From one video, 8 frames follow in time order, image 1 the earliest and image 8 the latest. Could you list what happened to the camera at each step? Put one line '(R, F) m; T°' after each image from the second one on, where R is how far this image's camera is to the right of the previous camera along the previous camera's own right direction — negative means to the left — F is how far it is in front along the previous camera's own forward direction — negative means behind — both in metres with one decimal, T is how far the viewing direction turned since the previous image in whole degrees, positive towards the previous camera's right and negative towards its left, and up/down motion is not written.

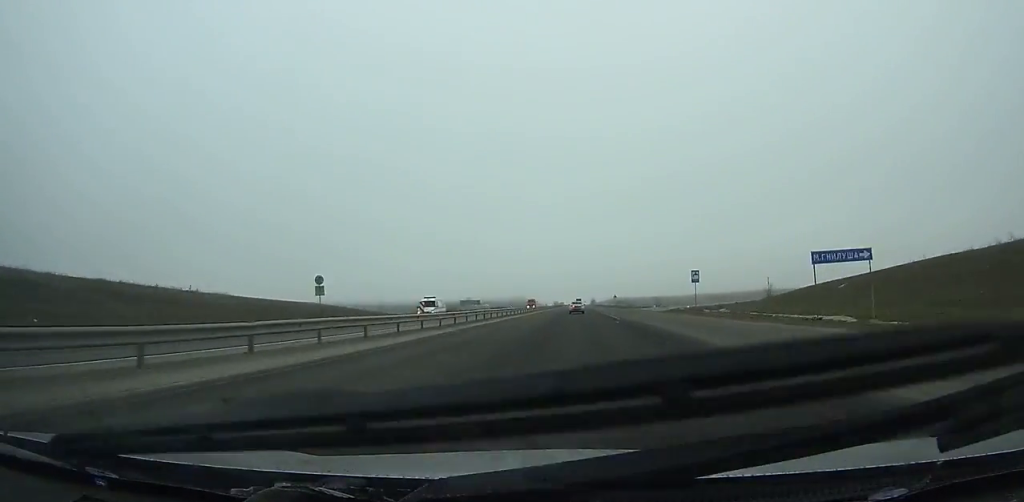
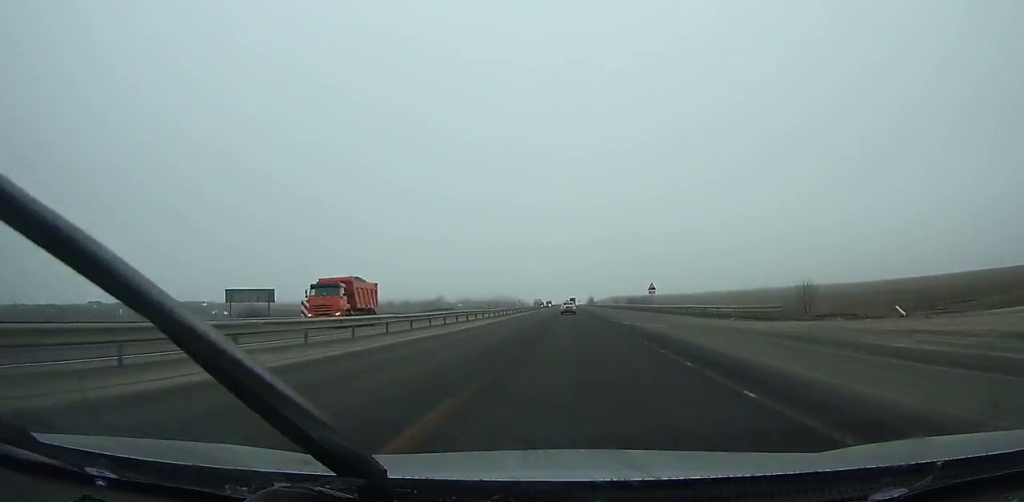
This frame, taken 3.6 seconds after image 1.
(+0.5, +92.1) m; 0°
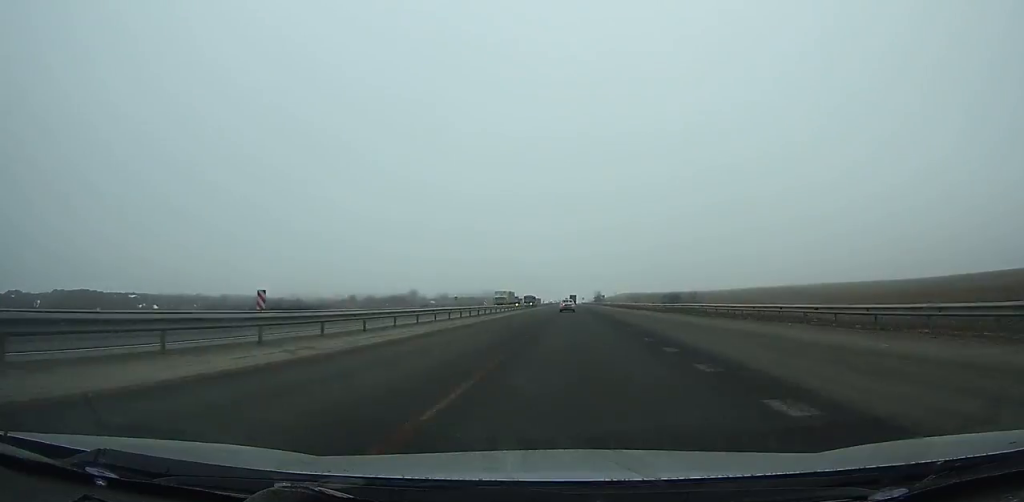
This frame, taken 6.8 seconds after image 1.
(-0.1, +80.8) m; 0°
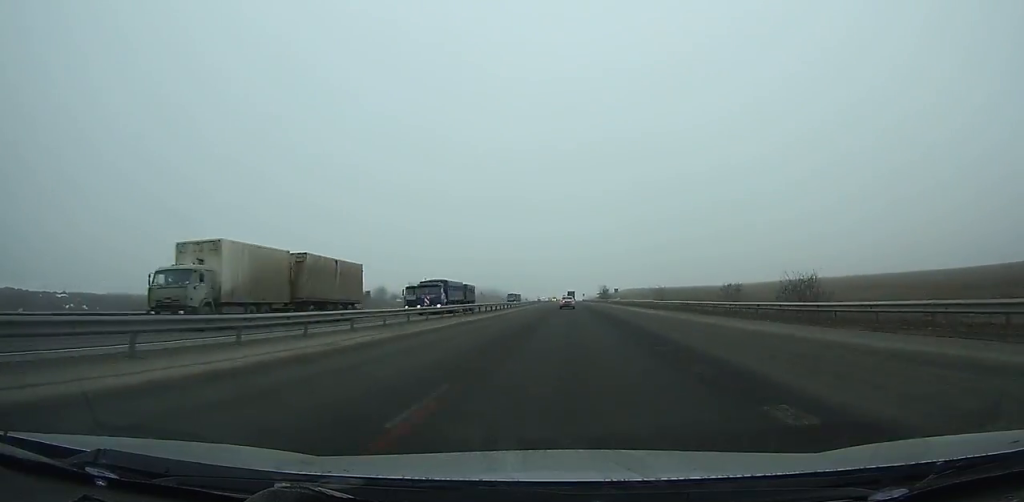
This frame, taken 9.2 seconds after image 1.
(0.0, +59.7) m; 0°
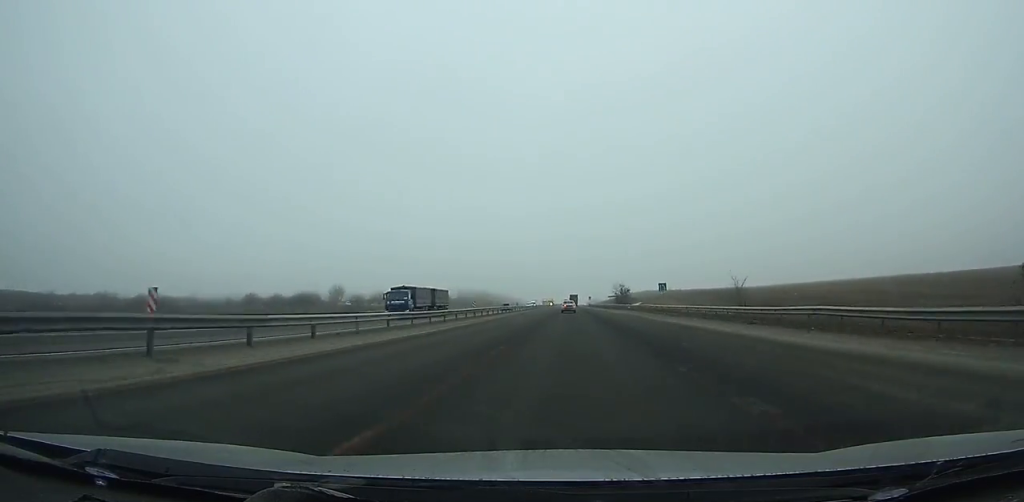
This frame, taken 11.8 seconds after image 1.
(0.0, +64.0) m; 0°
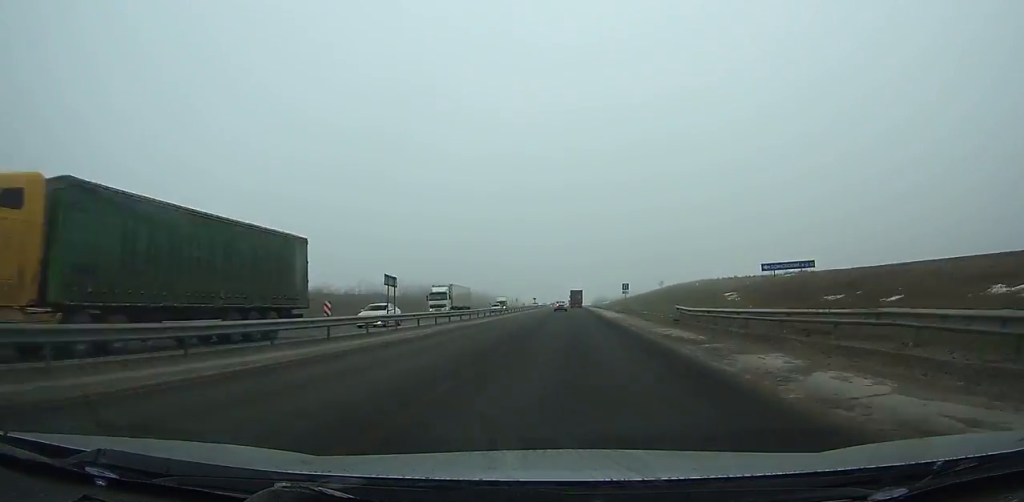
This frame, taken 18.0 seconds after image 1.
(-0.1, +150.7) m; 0°
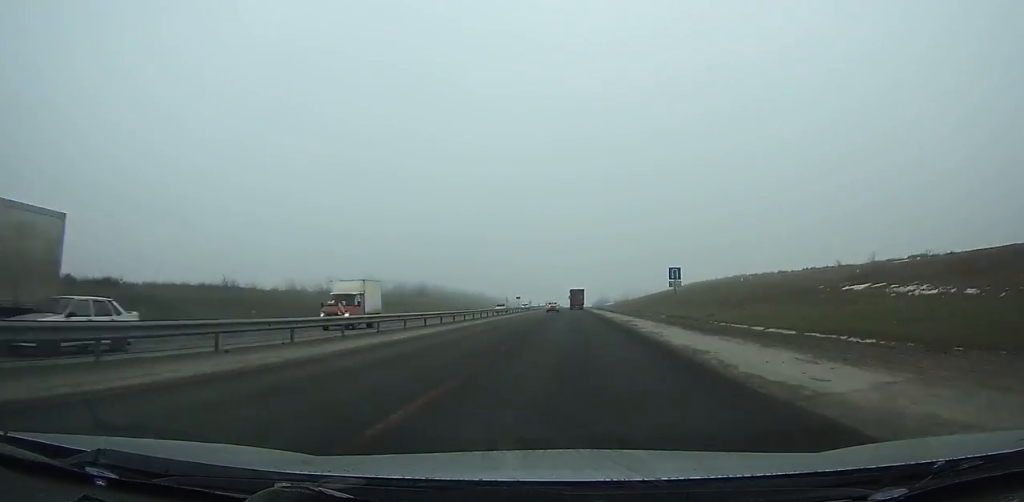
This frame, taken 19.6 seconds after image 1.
(0.0, +38.9) m; 0°
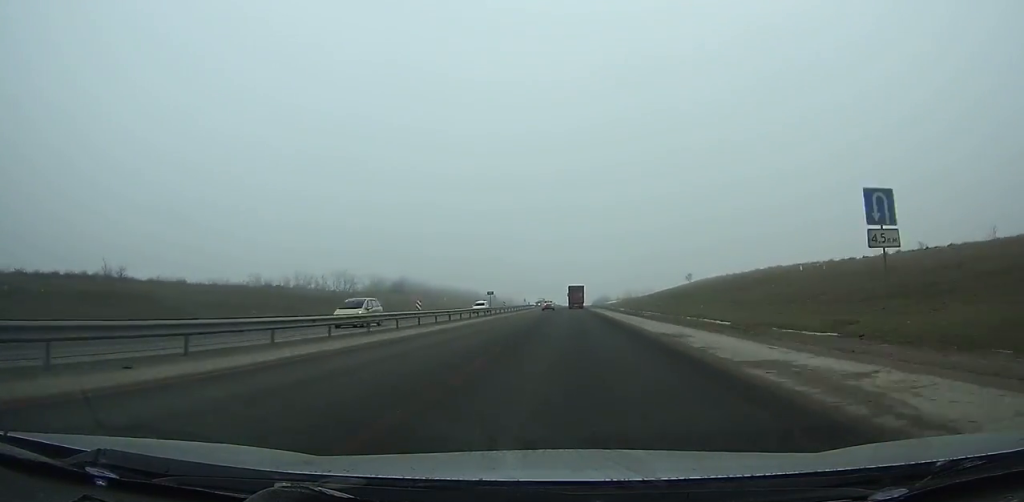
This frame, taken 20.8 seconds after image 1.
(0.0, +29.2) m; 0°
